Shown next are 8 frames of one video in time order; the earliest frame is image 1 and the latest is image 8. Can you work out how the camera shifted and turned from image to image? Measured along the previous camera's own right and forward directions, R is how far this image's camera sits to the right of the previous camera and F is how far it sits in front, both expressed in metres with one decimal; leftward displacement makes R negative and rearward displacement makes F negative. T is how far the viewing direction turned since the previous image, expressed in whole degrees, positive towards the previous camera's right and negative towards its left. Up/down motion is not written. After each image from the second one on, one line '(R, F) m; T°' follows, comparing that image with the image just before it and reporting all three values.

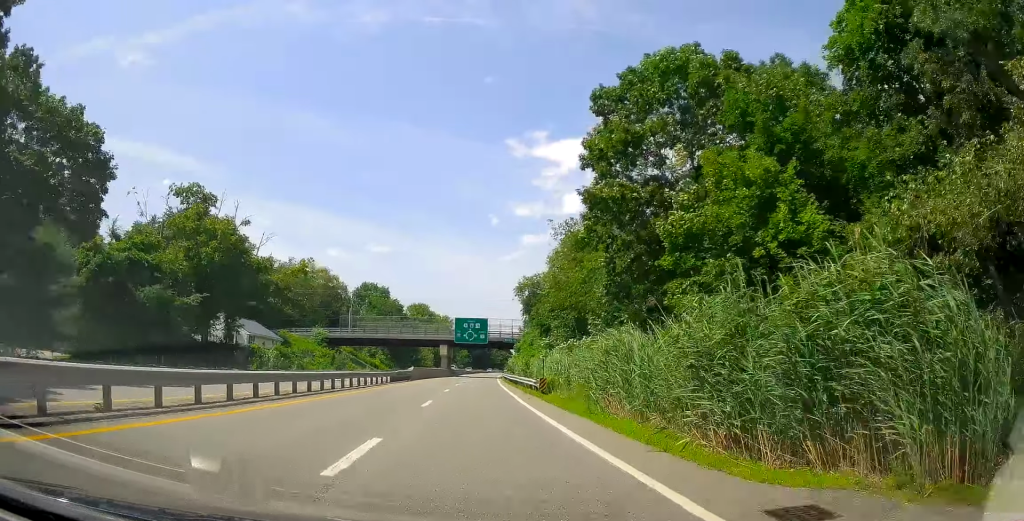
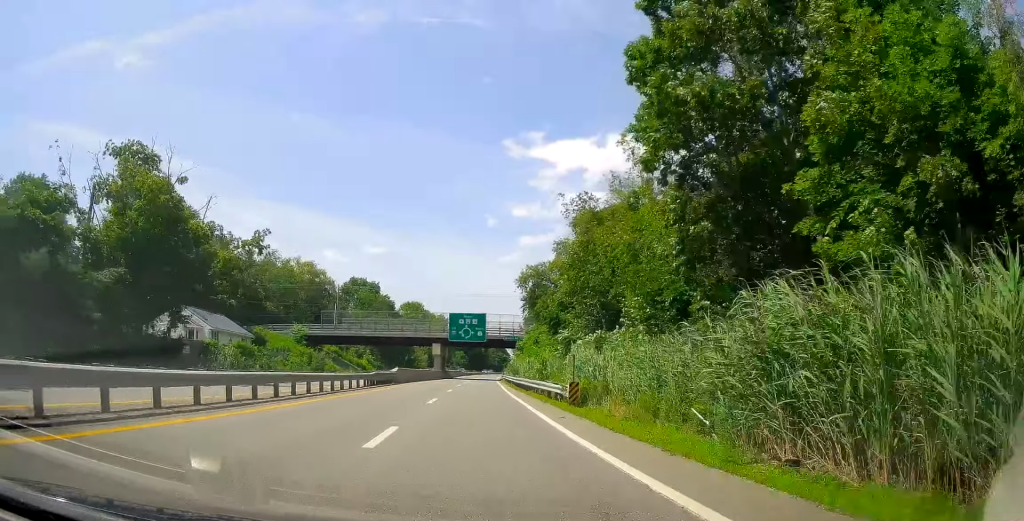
(+0.1, +9.9) m; +1°
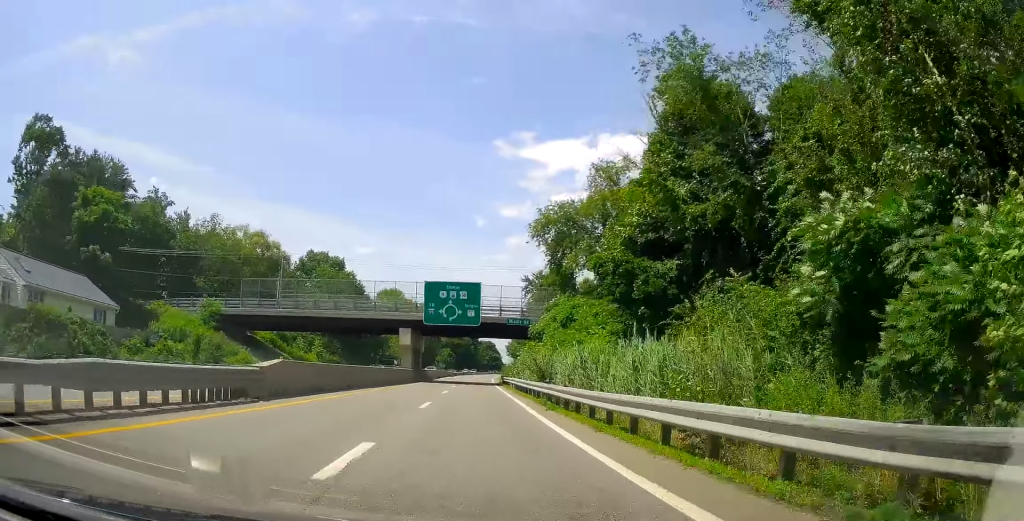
(+0.5, +27.9) m; +2°
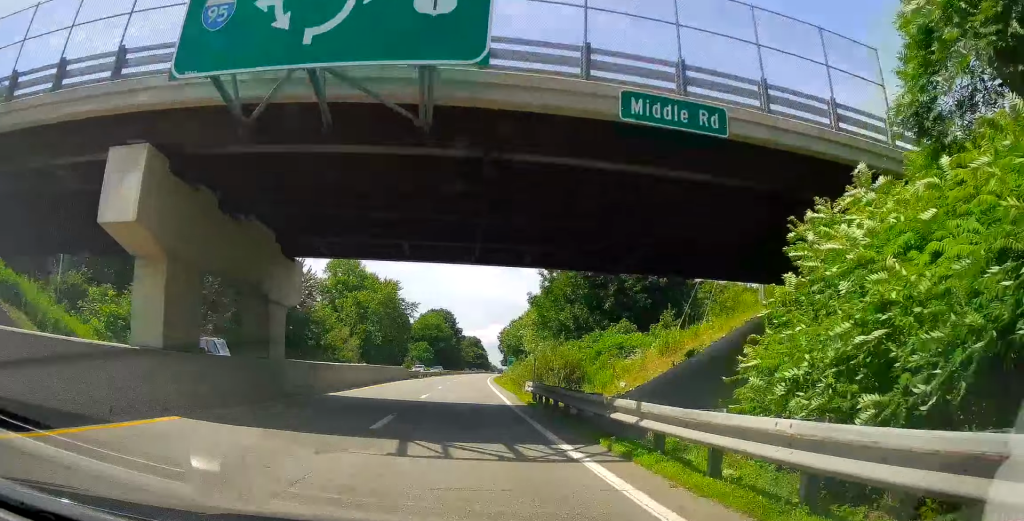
(+0.5, +44.2) m; +1°
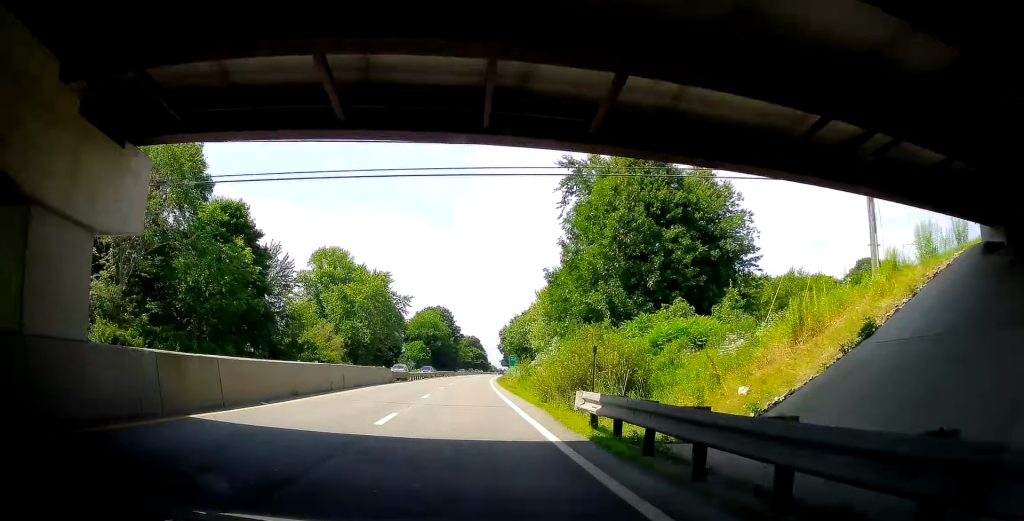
(-0.1, +11.2) m; 0°
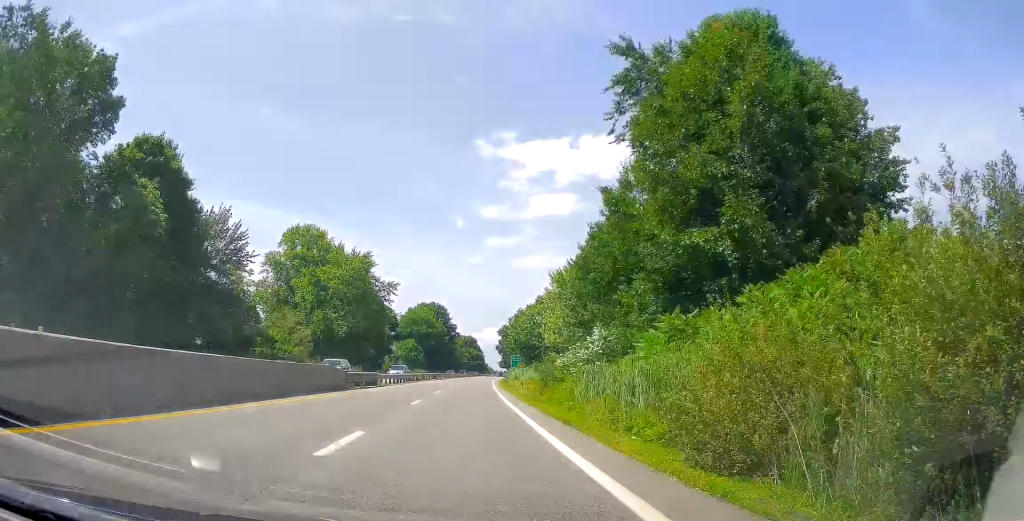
(+0.1, +17.0) m; +1°
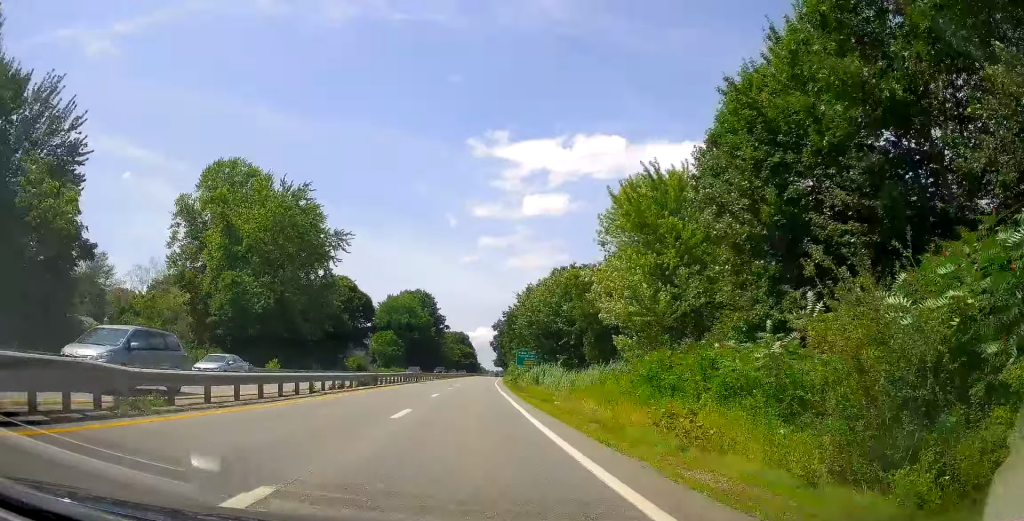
(+0.4, +30.0) m; +1°
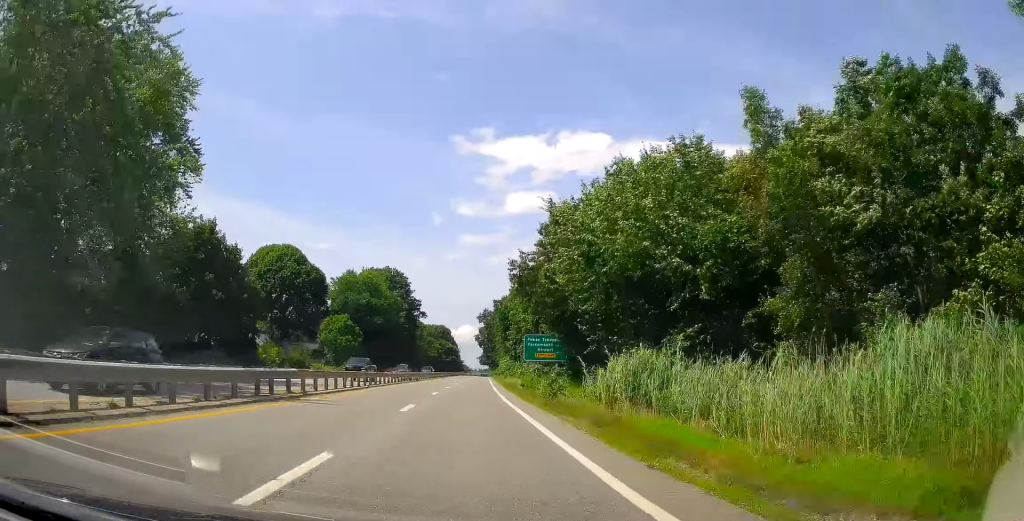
(+0.5, +34.2) m; +2°
